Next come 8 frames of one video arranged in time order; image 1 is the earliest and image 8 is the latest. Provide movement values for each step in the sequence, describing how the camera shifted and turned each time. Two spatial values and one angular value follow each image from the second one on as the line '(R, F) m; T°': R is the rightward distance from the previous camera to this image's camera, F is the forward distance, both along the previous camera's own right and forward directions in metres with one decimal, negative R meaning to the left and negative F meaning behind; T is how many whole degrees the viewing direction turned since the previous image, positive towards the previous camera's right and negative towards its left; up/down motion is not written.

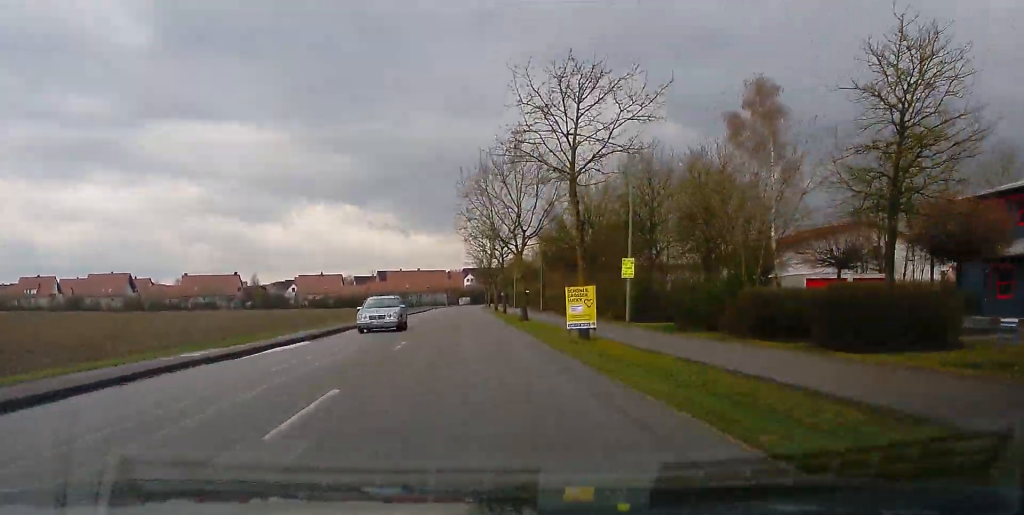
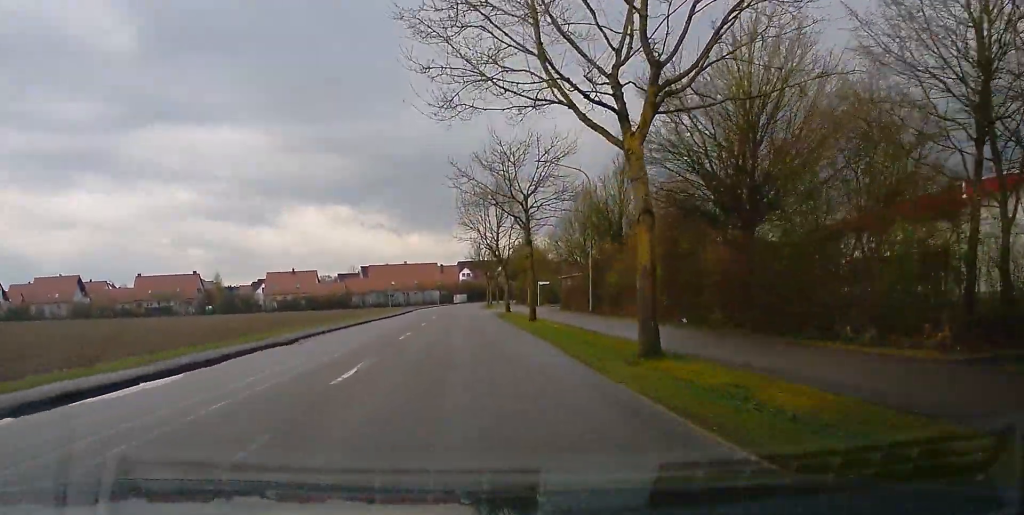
(+0.3, +31.4) m; +1°
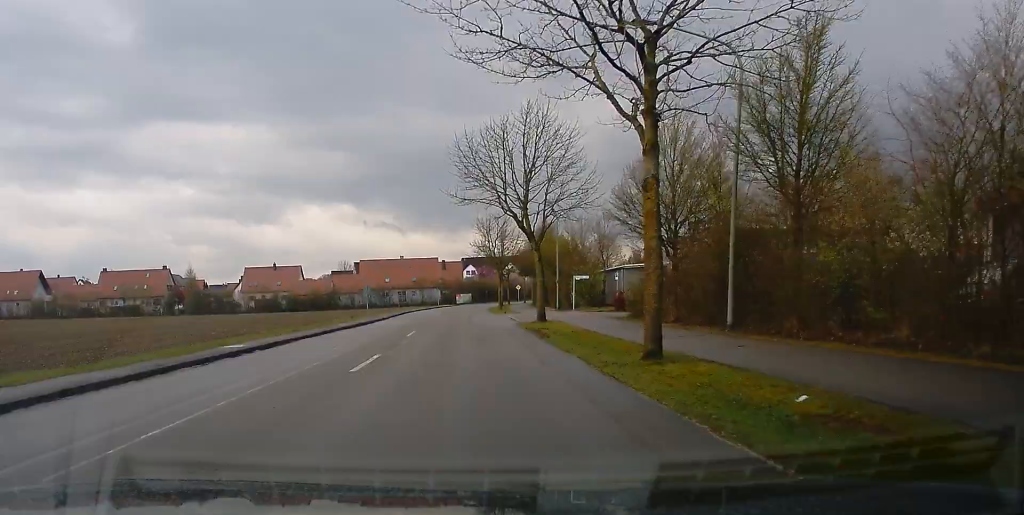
(+0.1, +22.0) m; 0°
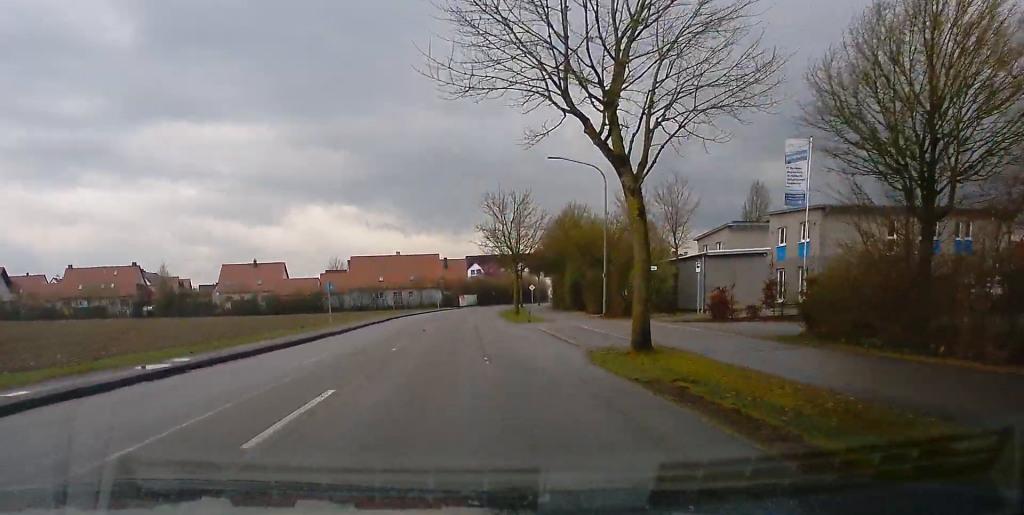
(0.0, +18.0) m; 0°
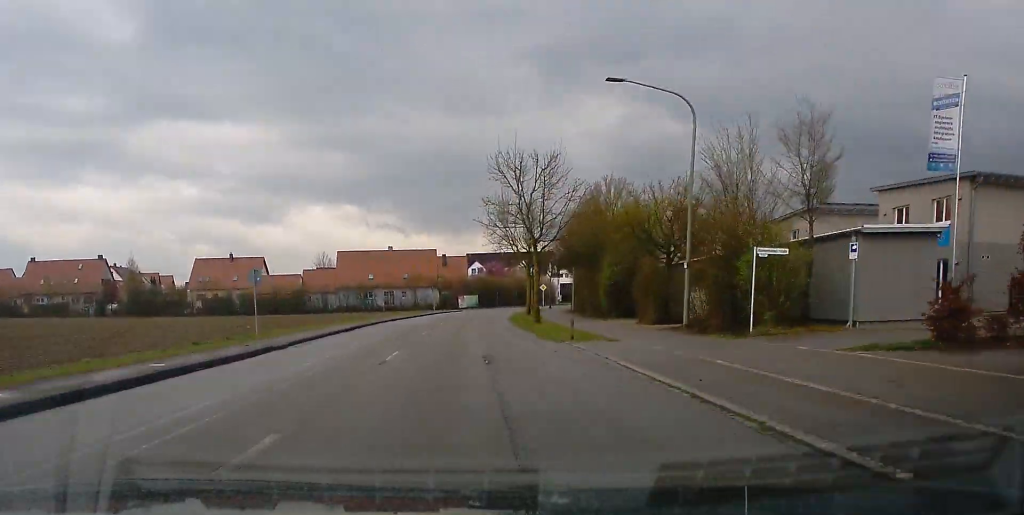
(-0.1, +15.2) m; 0°
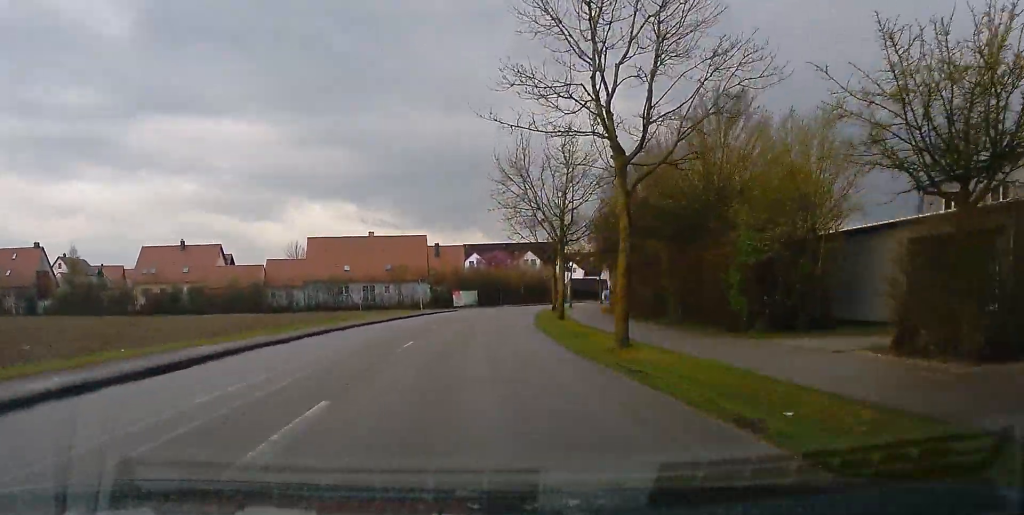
(-0.1, +21.8) m; +1°
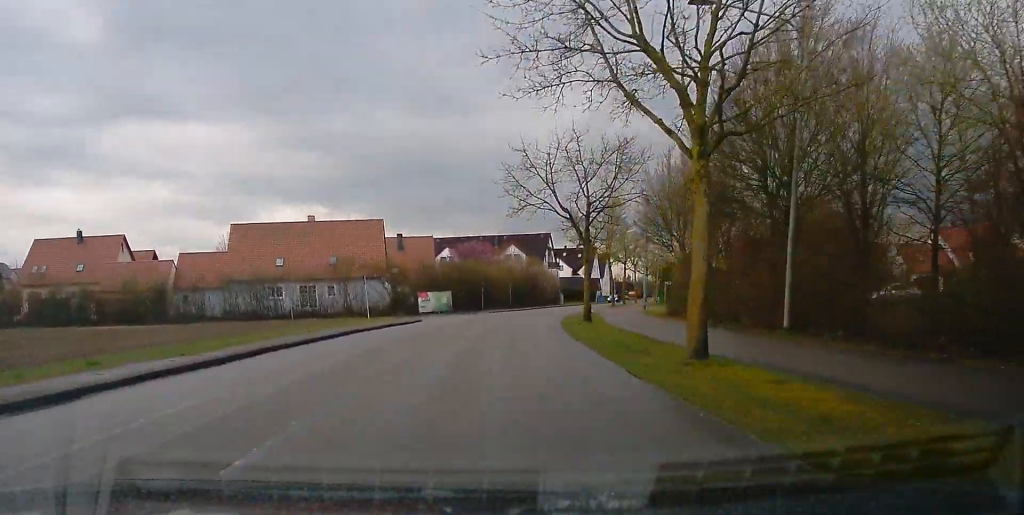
(+0.4, +25.8) m; +3°
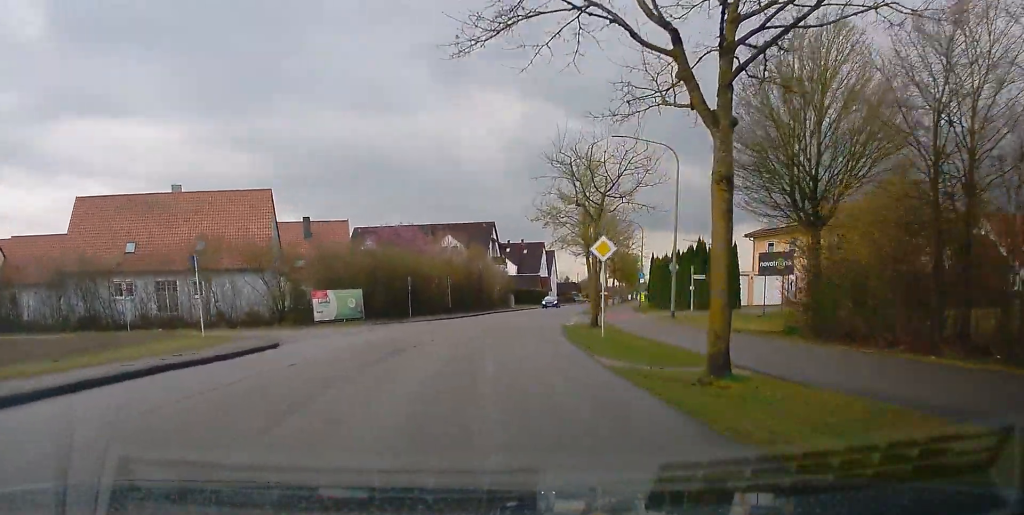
(+0.9, +23.6) m; +5°
